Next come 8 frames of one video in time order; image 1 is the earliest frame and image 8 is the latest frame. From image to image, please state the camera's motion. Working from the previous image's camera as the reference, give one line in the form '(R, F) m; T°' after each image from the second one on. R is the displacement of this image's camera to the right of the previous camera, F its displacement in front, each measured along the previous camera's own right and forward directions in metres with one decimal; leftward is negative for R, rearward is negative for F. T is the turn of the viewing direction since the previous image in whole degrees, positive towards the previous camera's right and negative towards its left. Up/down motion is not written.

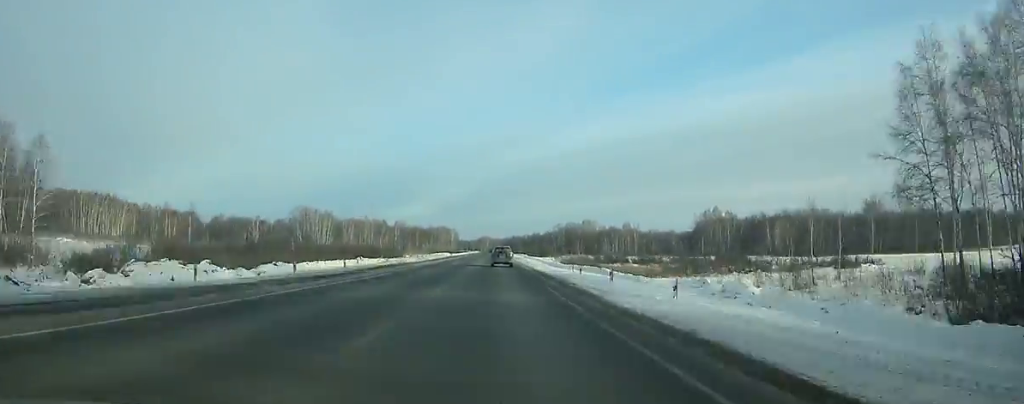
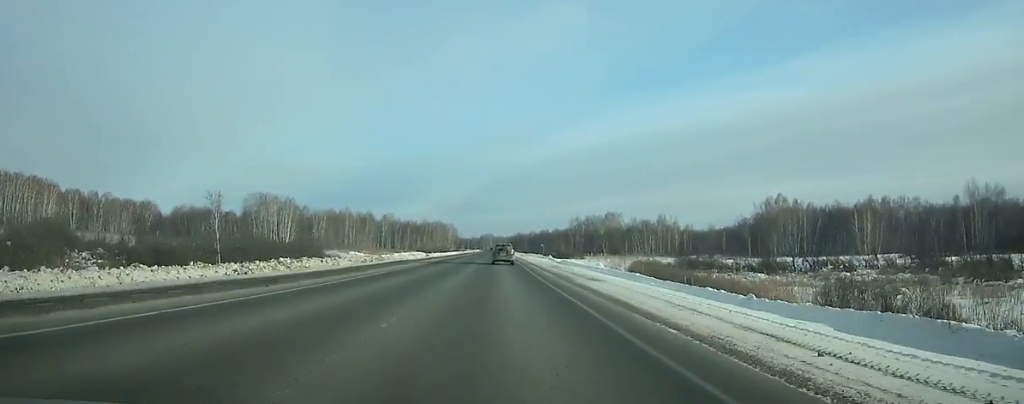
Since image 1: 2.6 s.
(+0.2, +69.0) m; 0°
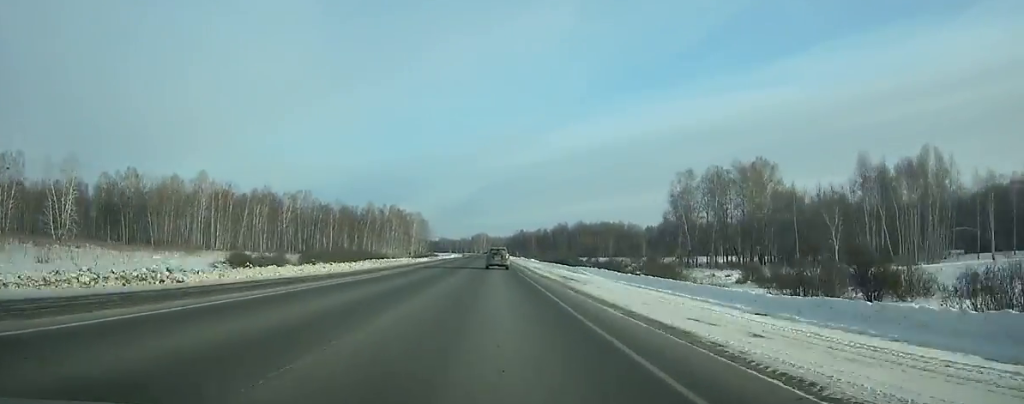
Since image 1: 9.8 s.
(+0.7, +190.6) m; 0°
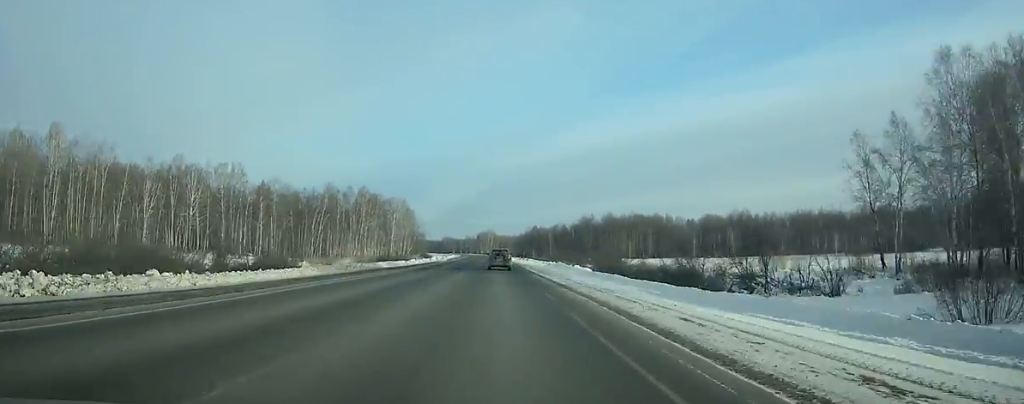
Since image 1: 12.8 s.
(-0.4, +79.2) m; -1°
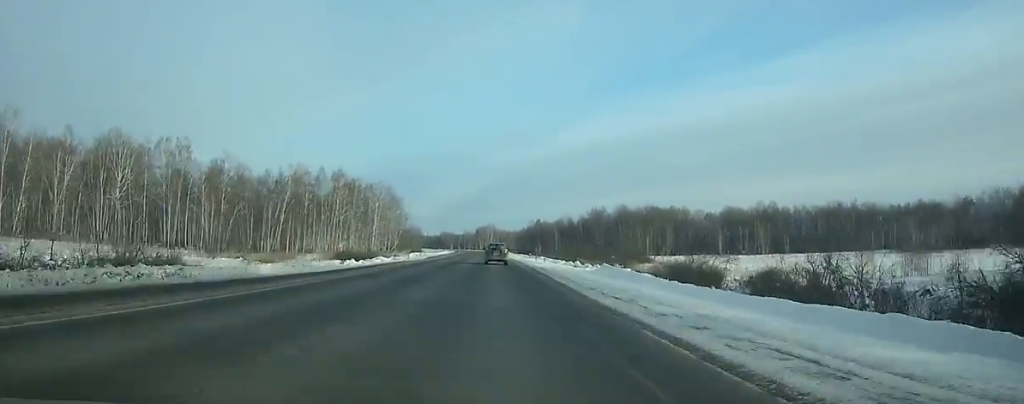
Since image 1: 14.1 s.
(-0.1, +34.3) m; 0°
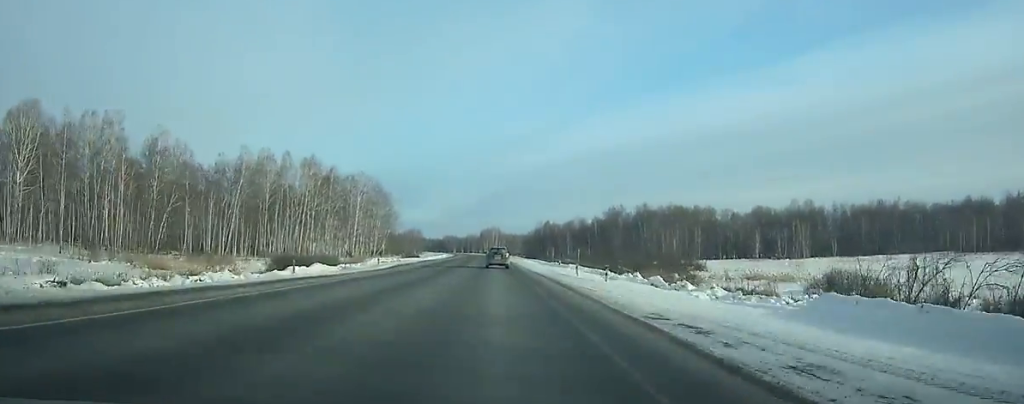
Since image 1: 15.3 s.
(-0.1, +31.7) m; 0°
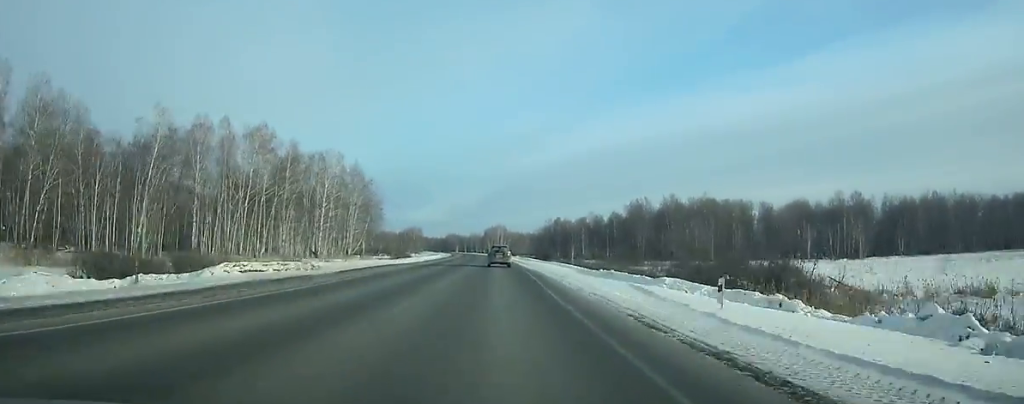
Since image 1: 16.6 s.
(0.0, +34.4) m; 0°
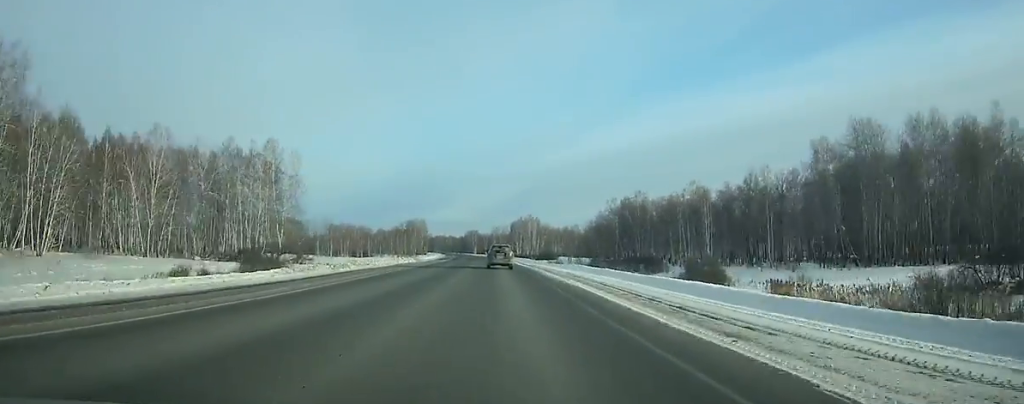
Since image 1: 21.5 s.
(-2.3, +129.7) m; -2°
